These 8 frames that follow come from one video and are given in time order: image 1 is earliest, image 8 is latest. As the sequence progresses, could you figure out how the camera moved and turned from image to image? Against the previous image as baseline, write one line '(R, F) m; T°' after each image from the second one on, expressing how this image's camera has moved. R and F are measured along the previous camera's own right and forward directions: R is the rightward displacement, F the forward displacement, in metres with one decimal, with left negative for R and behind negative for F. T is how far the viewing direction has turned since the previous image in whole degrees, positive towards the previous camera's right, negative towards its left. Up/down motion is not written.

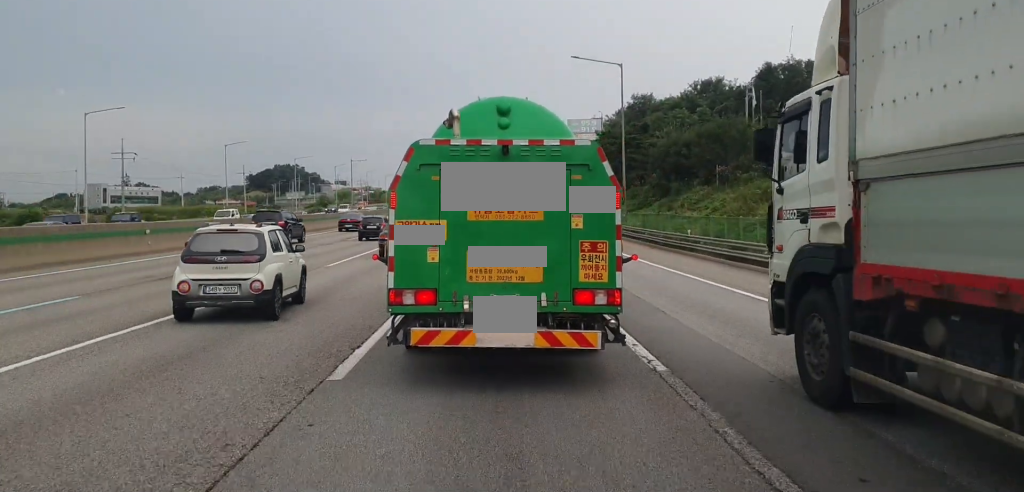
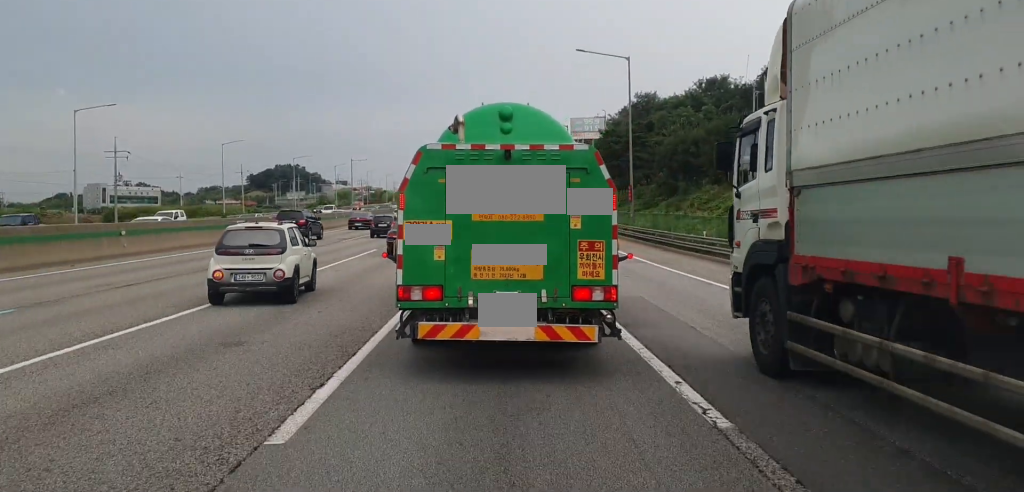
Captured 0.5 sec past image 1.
(0.0, +2.6) m; -1°
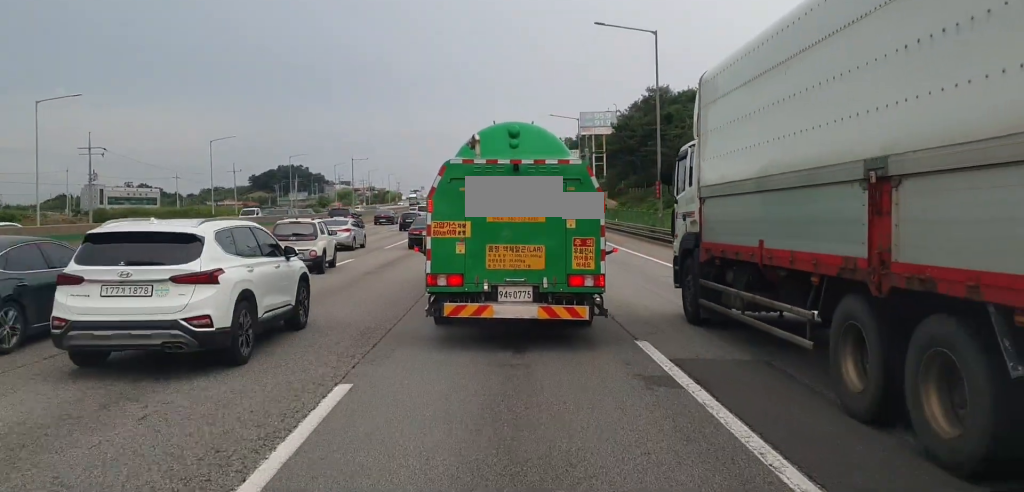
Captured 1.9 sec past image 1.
(+0.1, +9.1) m; +2°
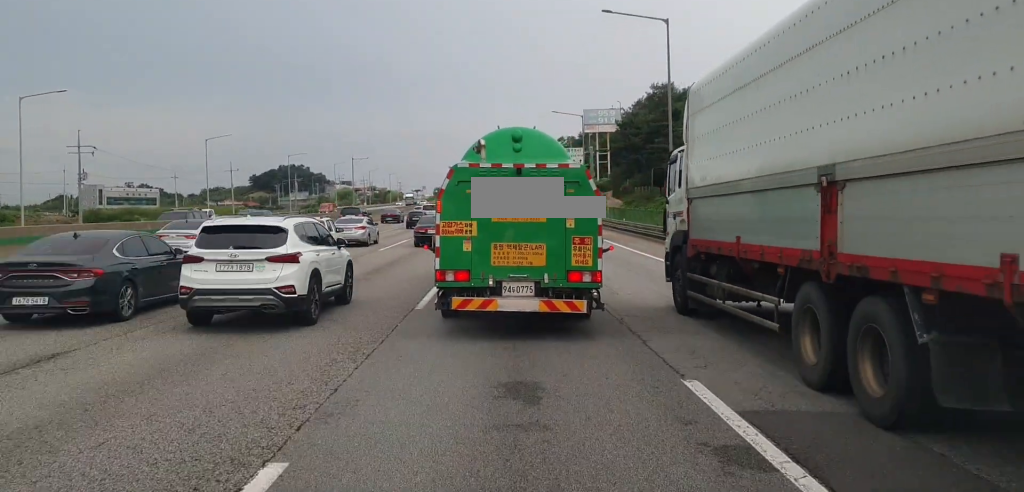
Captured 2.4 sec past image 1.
(+0.1, +3.2) m; 0°
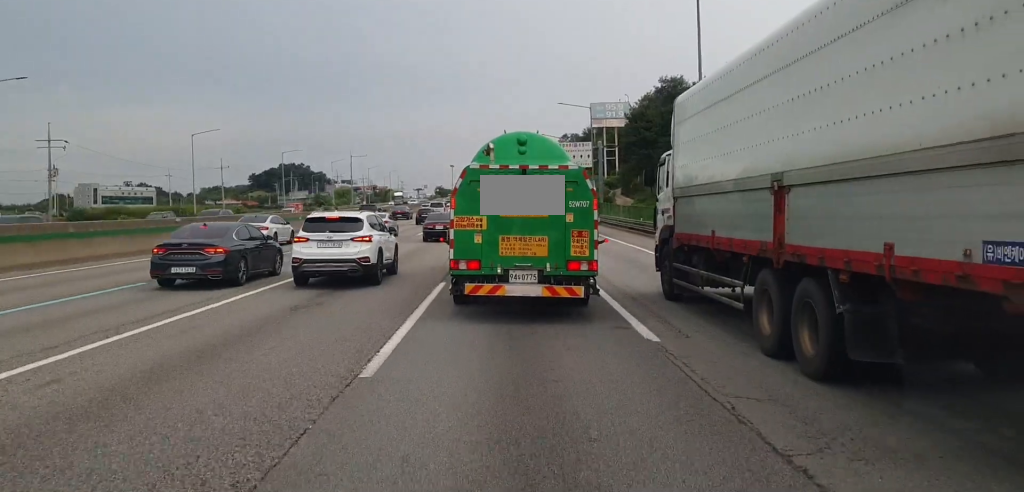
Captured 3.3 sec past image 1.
(-0.2, +6.1) m; -2°
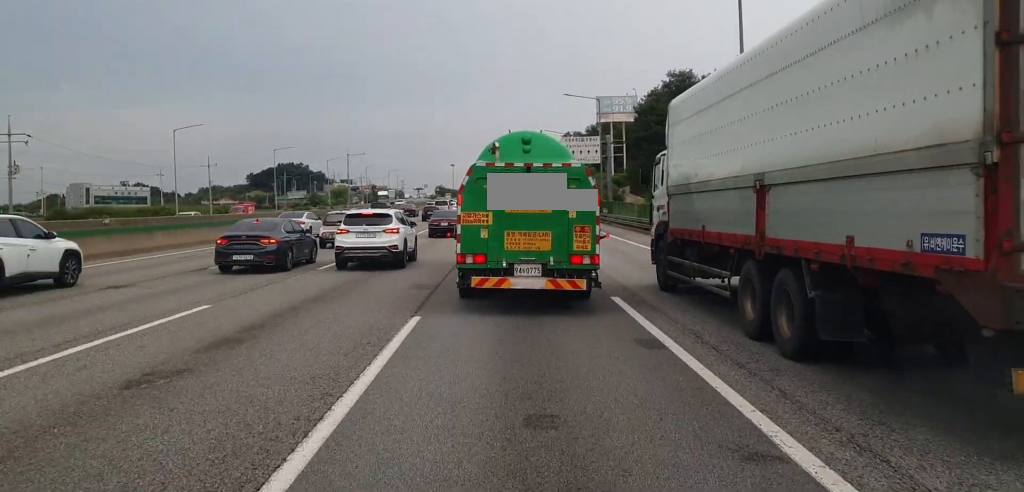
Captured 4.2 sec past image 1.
(-0.1, +4.8) m; +1°
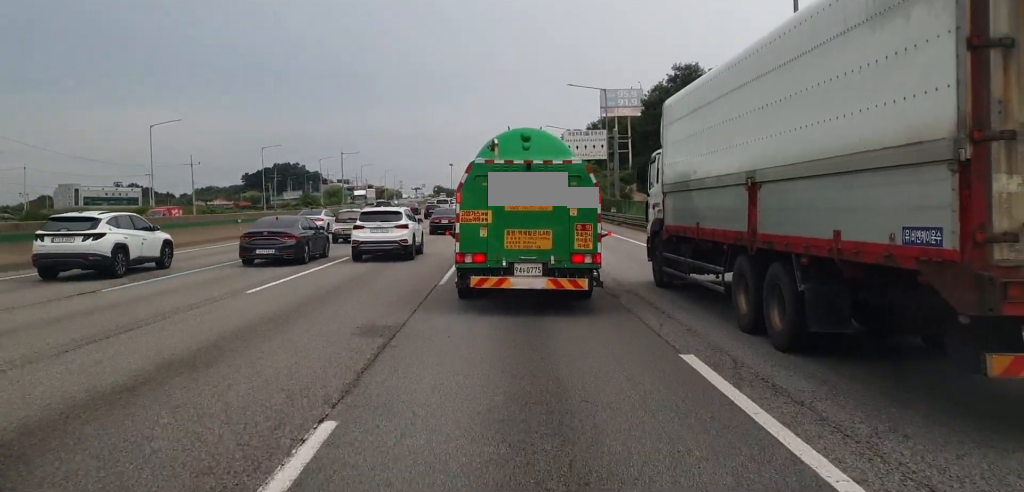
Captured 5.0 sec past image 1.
(+0.1, +4.1) m; +1°
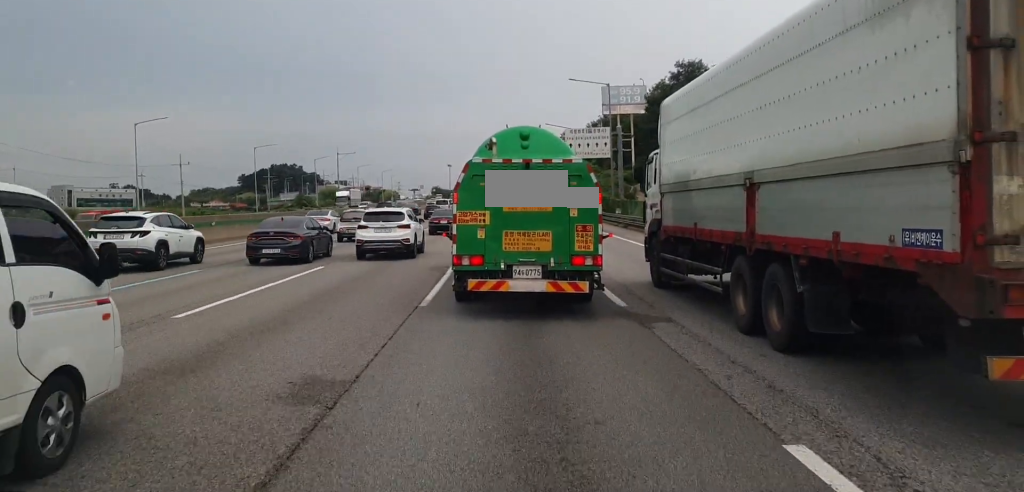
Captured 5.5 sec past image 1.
(0.0, +2.3) m; 0°
